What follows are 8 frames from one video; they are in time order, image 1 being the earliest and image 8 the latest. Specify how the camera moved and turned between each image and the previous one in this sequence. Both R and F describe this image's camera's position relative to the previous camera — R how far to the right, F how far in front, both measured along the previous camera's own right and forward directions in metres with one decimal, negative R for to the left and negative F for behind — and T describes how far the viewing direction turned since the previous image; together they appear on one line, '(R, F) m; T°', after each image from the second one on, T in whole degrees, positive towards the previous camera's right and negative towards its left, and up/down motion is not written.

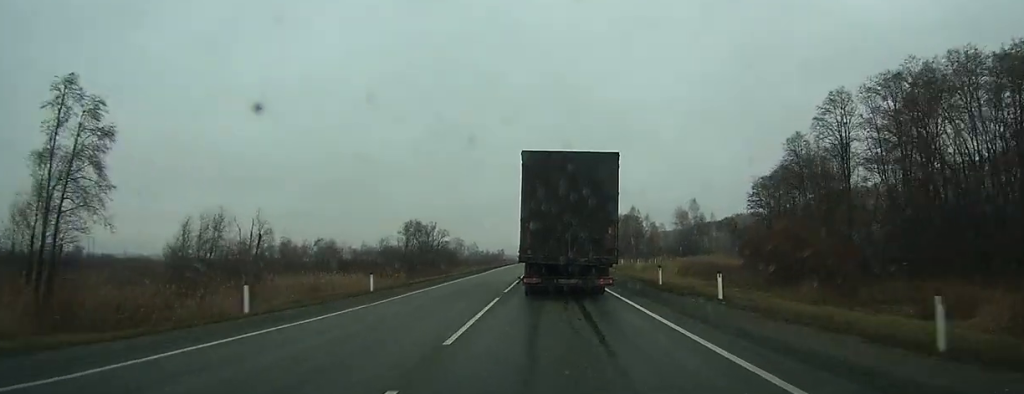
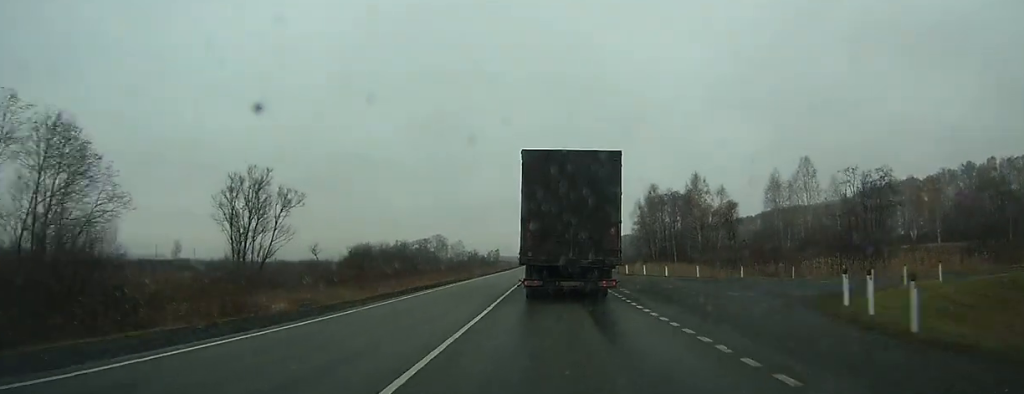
(0.0, +68.4) m; 0°
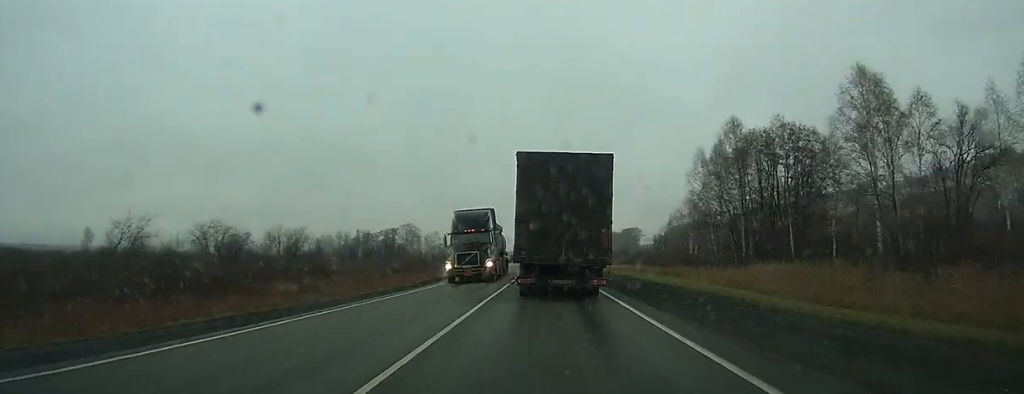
(+0.3, +54.5) m; 0°
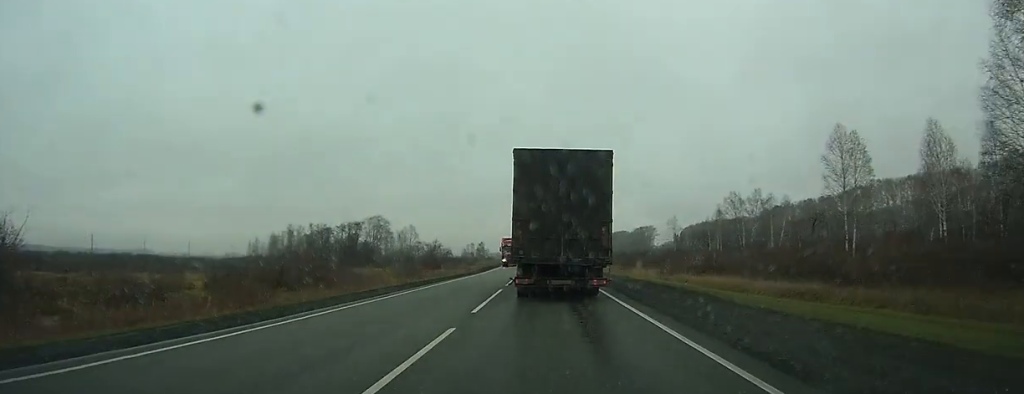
(-0.1, +50.7) m; -1°
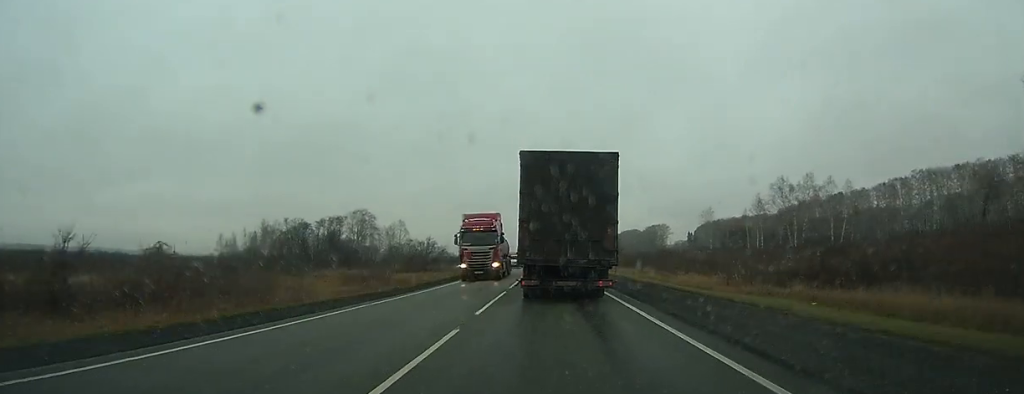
(-0.1, +23.0) m; 0°
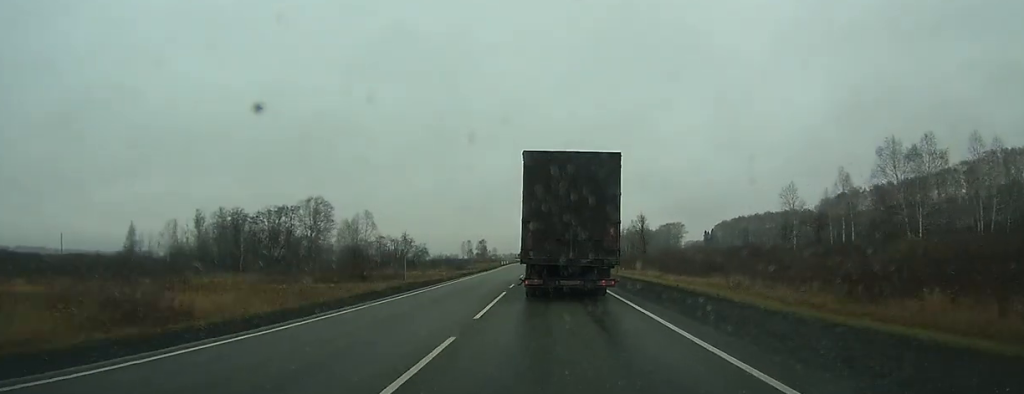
(-0.1, +34.8) m; 0°
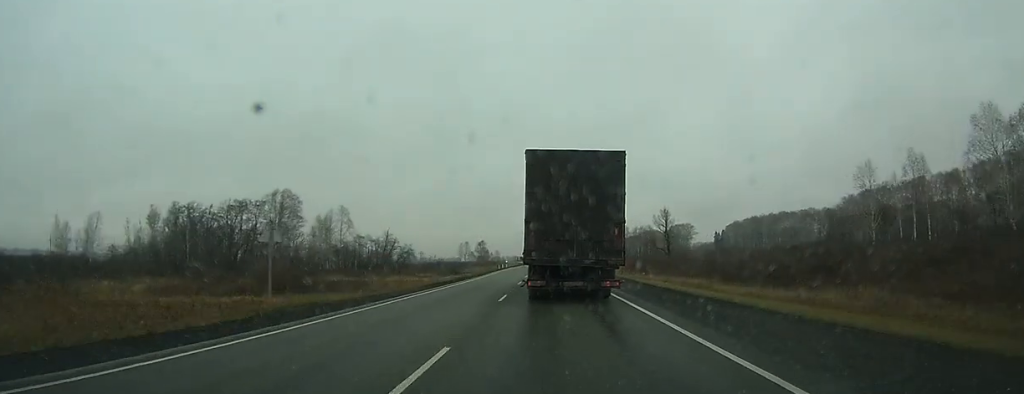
(-0.1, +17.7) m; 0°
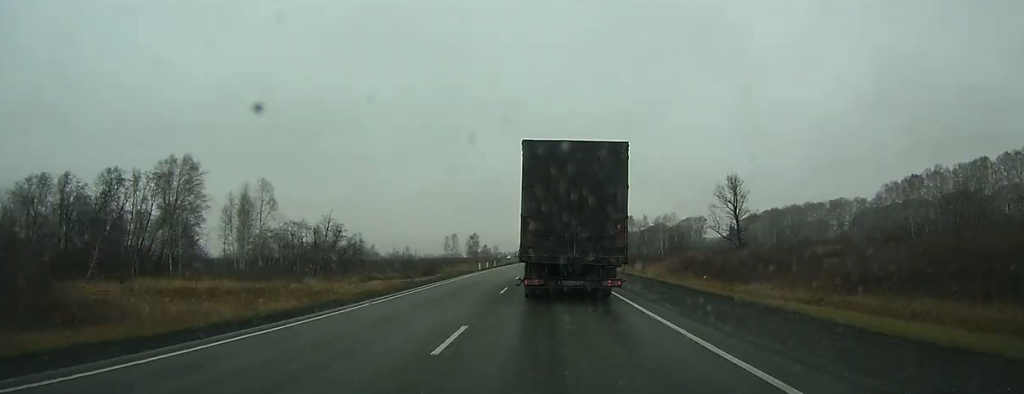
(-0.1, +32.2) m; 0°
